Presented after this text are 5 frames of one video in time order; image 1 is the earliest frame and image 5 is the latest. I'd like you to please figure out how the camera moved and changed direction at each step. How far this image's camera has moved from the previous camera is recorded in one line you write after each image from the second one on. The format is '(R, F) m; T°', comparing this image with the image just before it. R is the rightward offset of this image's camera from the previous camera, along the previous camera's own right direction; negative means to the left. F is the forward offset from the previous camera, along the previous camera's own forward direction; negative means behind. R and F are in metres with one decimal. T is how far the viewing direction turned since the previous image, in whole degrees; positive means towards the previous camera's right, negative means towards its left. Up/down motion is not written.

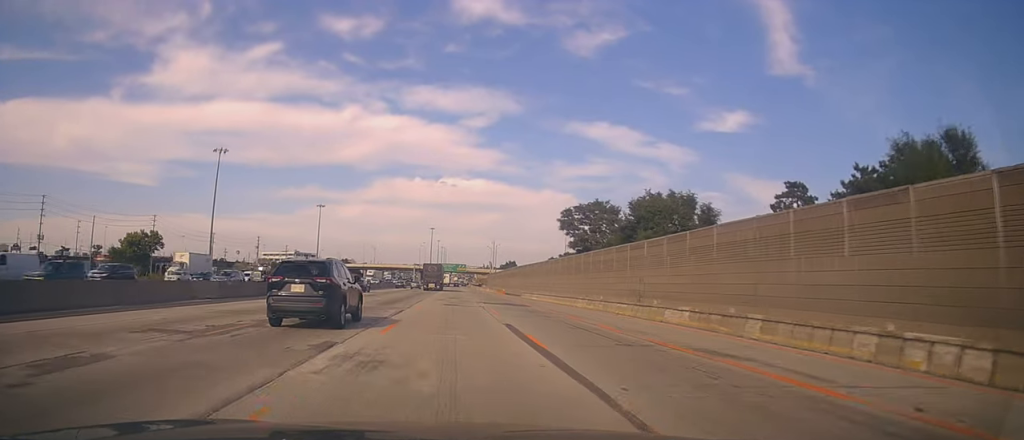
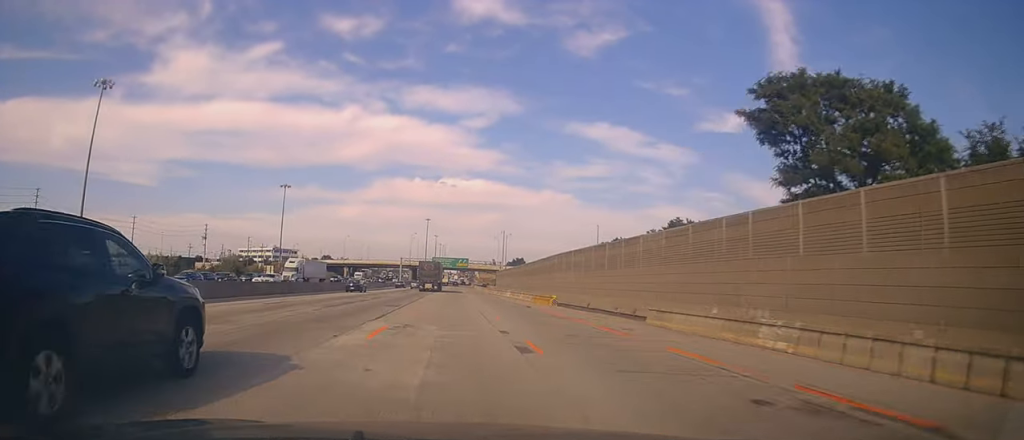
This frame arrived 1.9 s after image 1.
(-0.5, +48.3) m; 0°
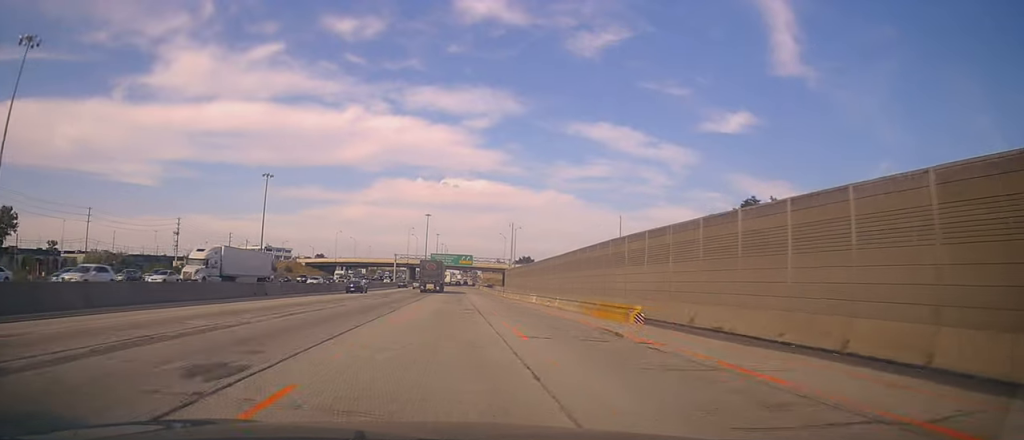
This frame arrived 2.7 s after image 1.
(0.0, +20.1) m; +1°
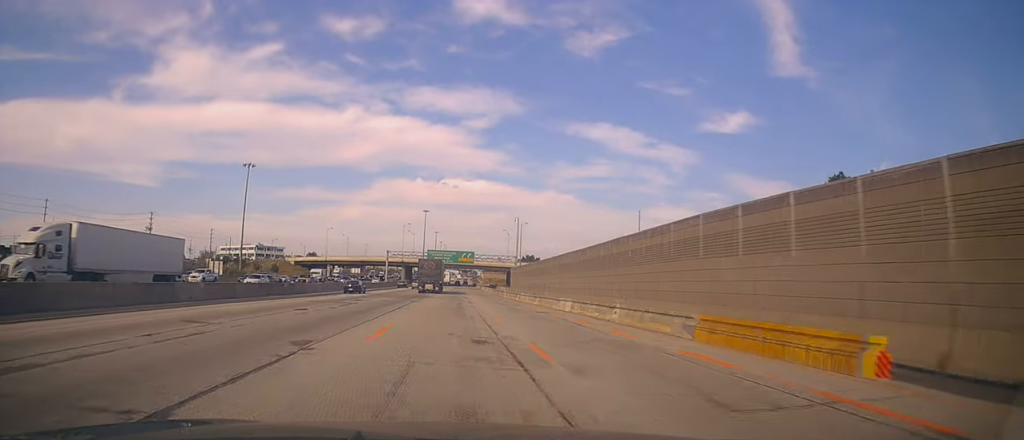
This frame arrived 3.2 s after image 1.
(+0.1, +15.2) m; 0°
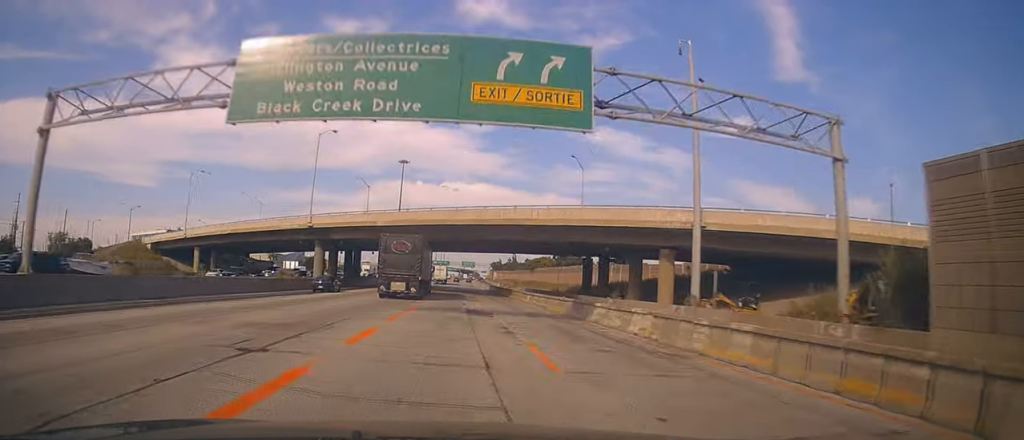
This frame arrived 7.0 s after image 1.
(-1.2, +105.8) m; -2°
